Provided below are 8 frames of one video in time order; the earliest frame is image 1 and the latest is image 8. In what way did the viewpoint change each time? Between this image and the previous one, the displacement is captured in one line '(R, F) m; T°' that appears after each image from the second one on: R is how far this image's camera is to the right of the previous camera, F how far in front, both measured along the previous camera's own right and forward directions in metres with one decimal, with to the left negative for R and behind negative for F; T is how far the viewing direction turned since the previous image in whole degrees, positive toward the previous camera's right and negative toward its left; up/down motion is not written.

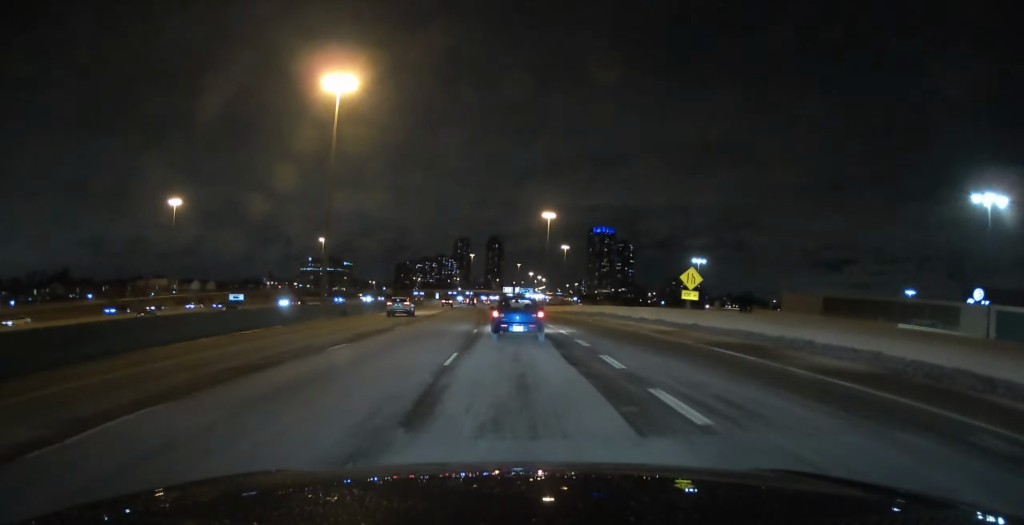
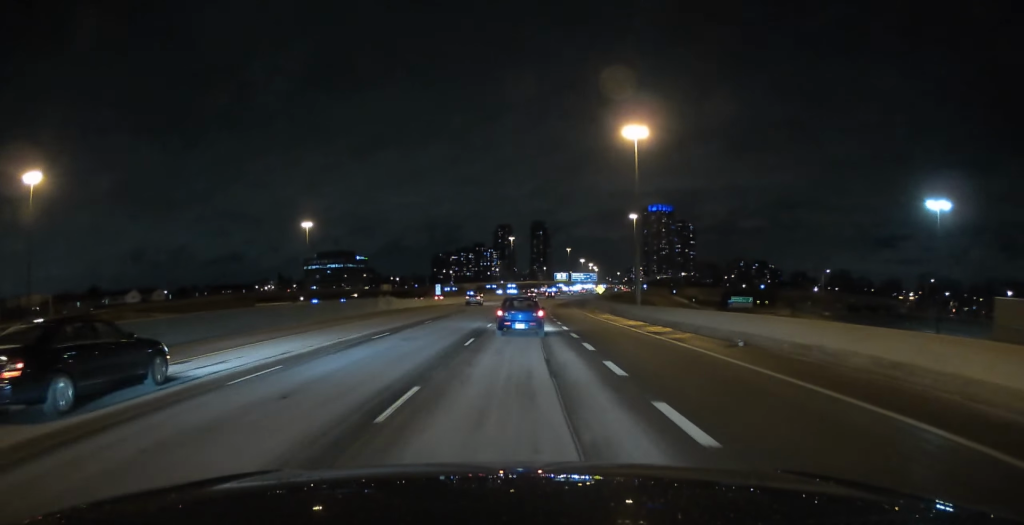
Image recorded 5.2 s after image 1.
(-4.2, +101.4) m; -3°
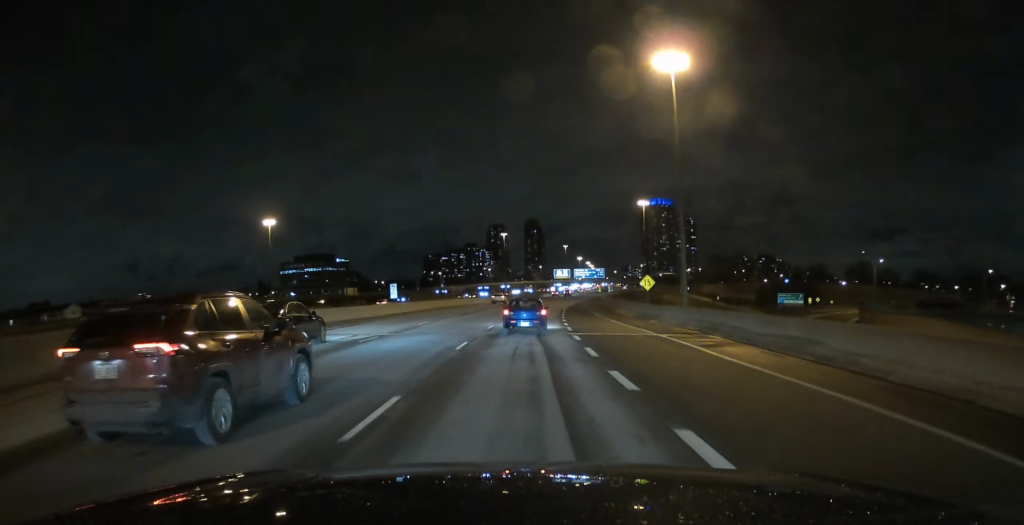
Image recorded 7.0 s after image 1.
(-0.2, +38.0) m; +1°
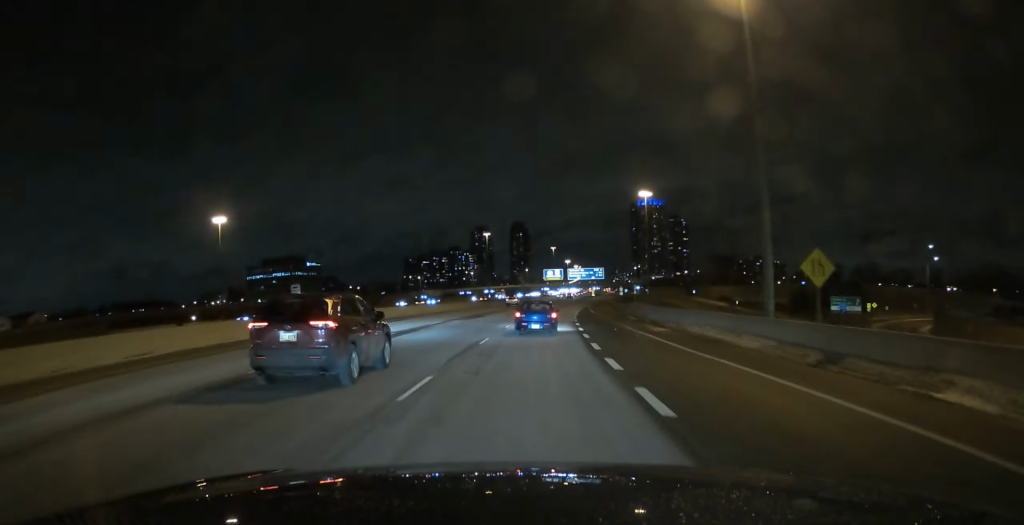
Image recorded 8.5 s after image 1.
(0.0, +32.8) m; +1°
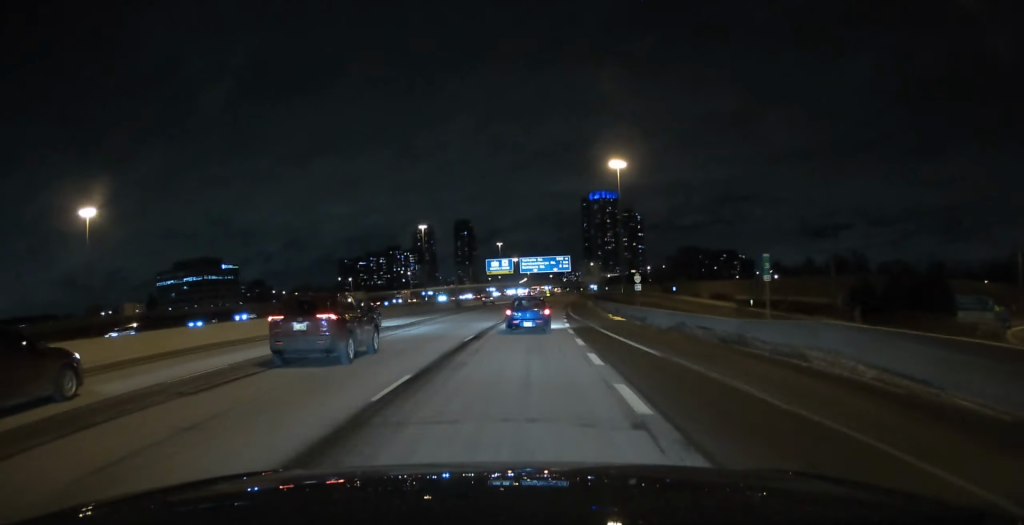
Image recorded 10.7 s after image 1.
(+1.2, +49.0) m; +2°
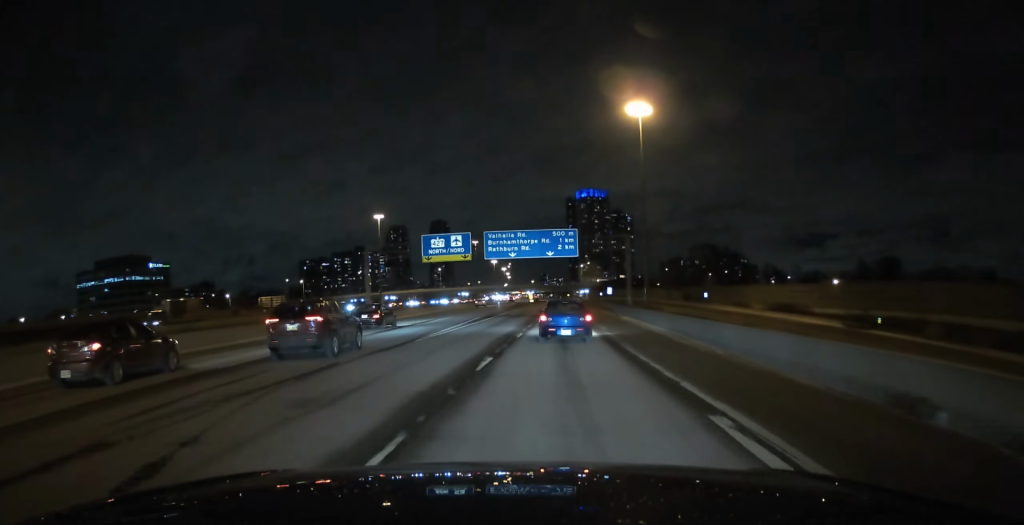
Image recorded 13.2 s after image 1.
(+1.5, +59.2) m; +3°
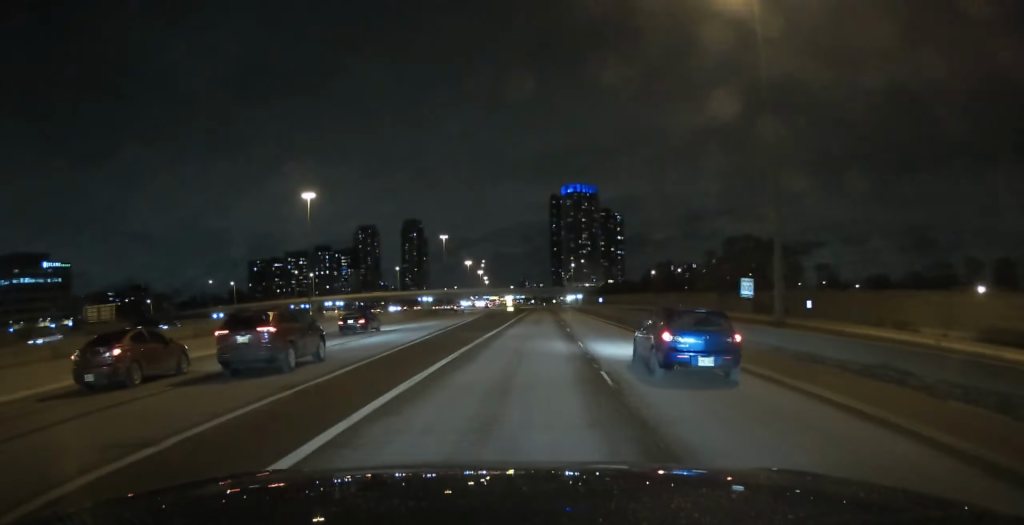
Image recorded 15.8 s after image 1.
(+1.2, +67.2) m; +2°
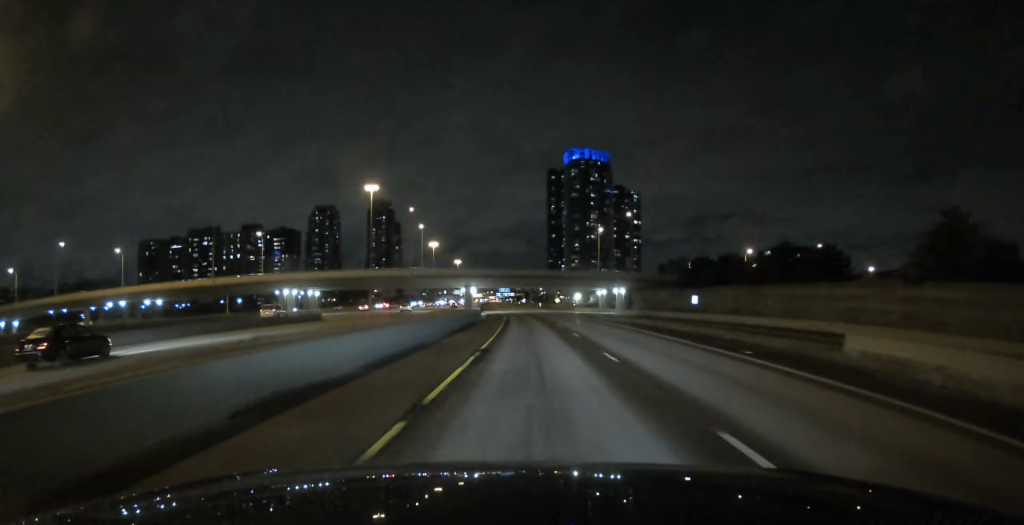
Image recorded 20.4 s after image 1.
(+1.9, +137.0) m; 0°
